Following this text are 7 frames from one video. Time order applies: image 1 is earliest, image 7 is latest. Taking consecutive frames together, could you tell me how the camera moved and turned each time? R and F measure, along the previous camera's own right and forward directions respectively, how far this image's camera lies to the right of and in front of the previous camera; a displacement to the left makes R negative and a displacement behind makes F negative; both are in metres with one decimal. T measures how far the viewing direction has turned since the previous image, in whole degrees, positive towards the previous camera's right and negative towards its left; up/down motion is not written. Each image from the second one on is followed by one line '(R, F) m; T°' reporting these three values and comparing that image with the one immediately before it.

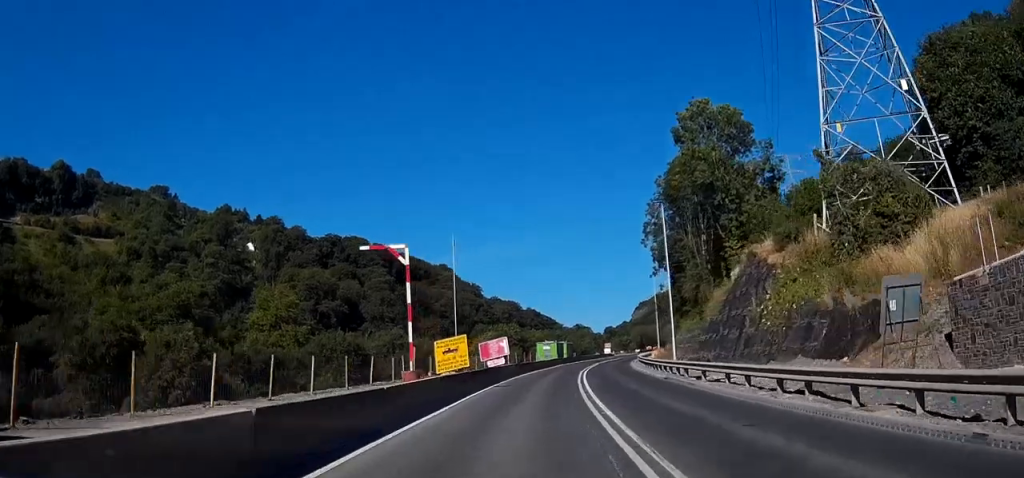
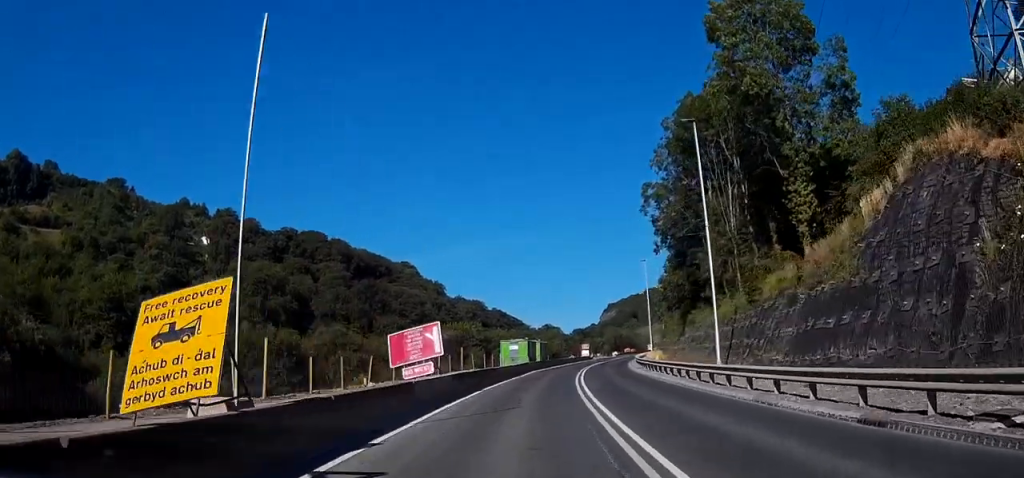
(+0.5, +21.1) m; +2°
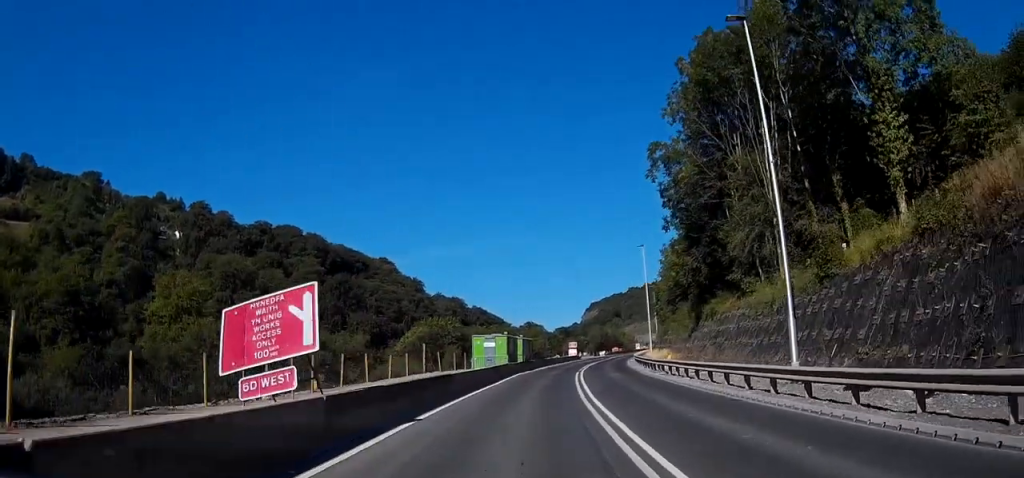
(+0.1, +12.5) m; +1°
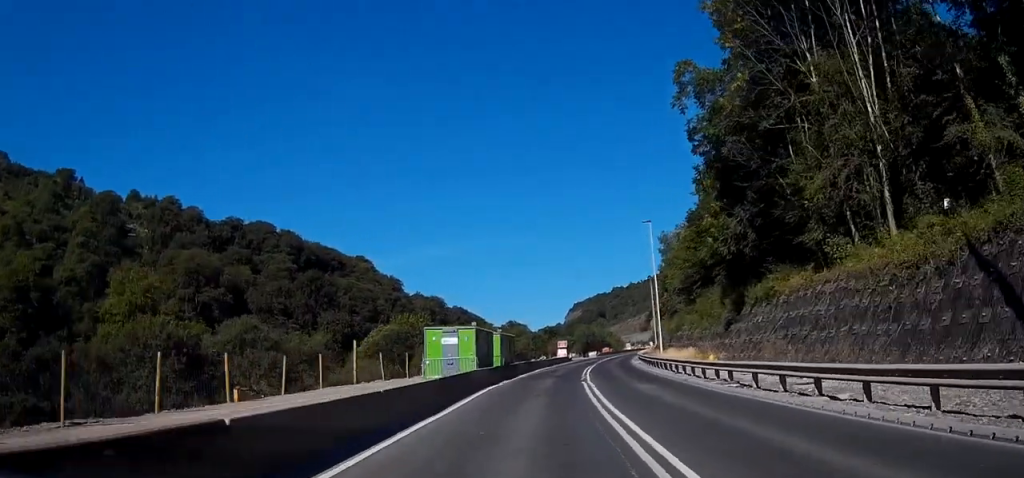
(+0.2, +15.5) m; +2°
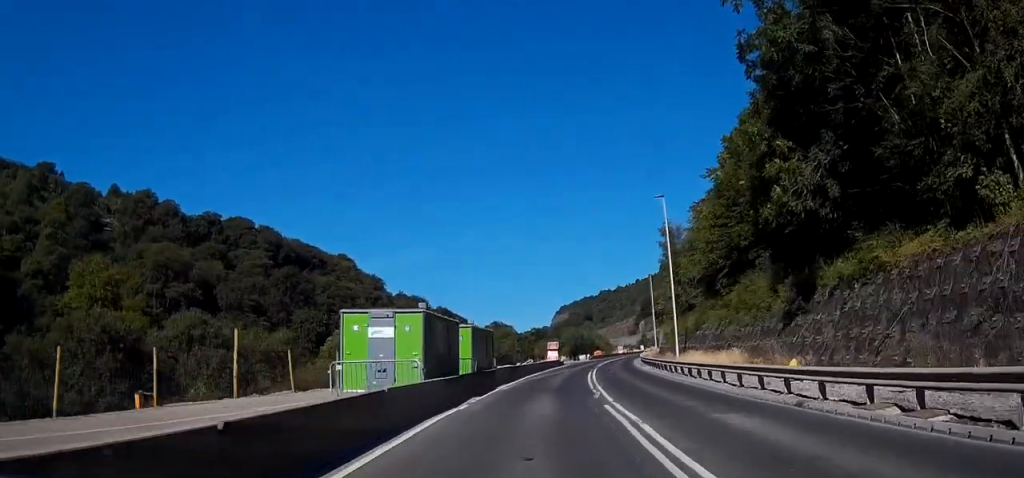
(+0.2, +12.5) m; +2°
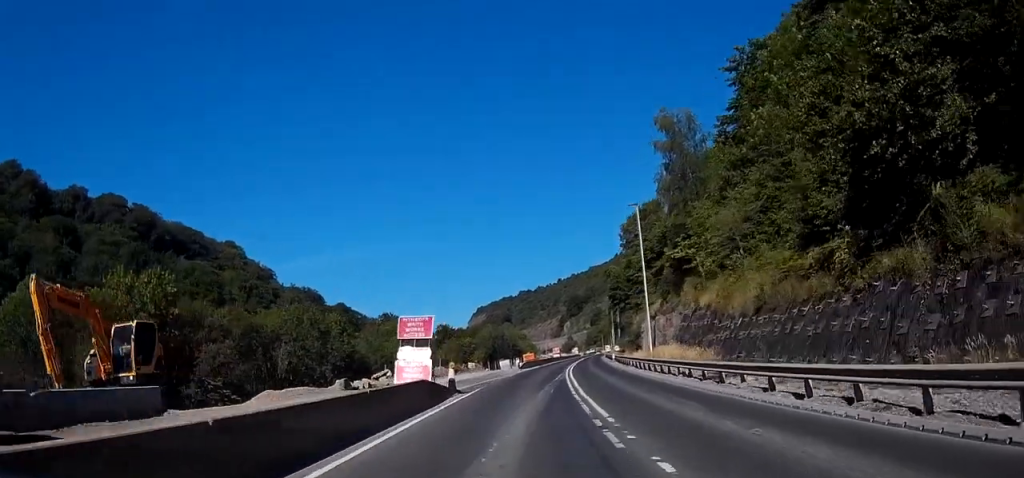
(+3.4, +53.3) m; +6°
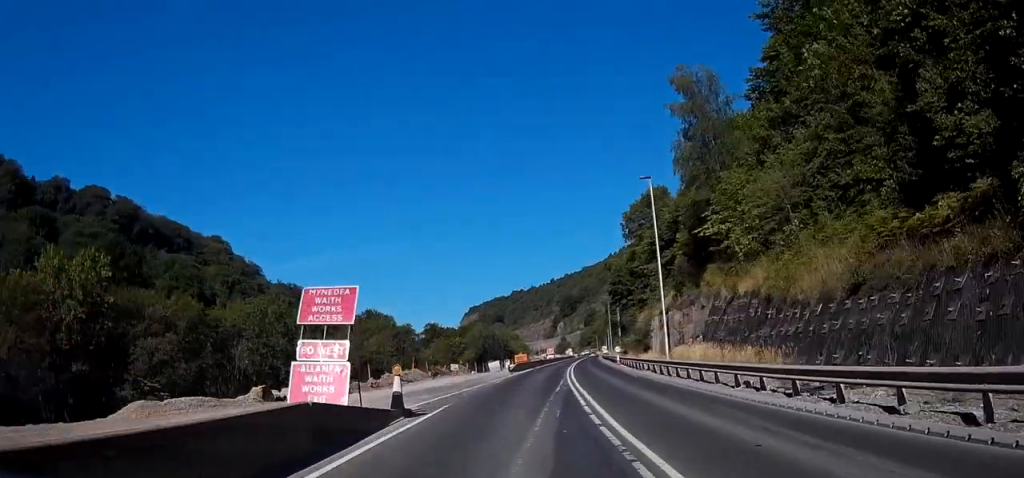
(+0.1, +8.7) m; 0°
